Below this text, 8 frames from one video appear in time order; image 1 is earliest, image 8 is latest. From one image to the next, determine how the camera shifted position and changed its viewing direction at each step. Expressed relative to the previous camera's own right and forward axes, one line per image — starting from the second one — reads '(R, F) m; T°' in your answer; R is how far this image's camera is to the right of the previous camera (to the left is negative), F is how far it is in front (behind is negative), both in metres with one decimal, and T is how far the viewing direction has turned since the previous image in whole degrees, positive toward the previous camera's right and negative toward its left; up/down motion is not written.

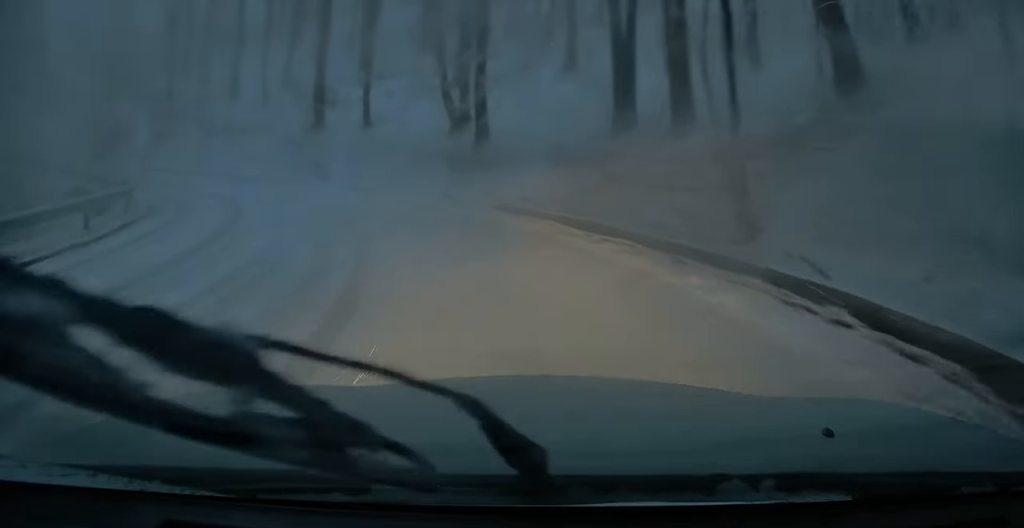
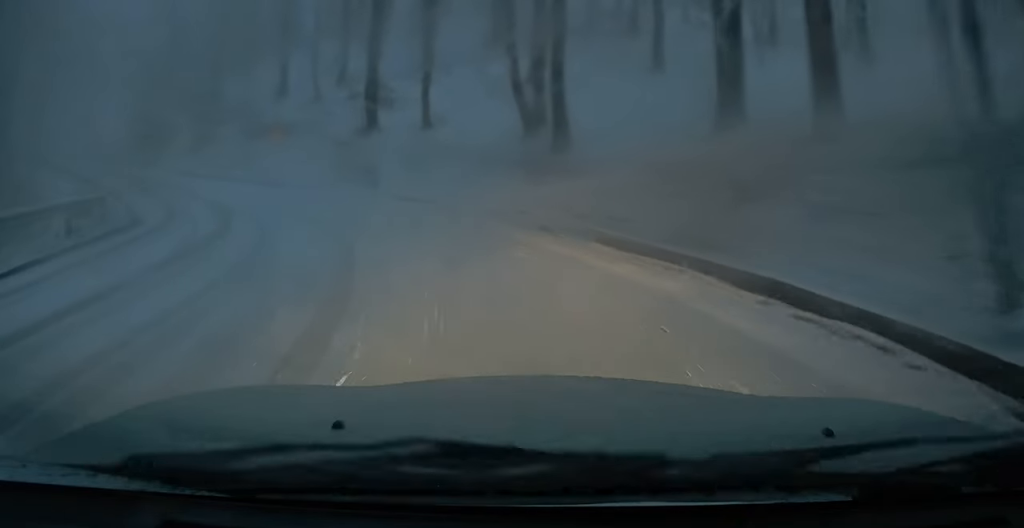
(-0.1, +6.5) m; -4°
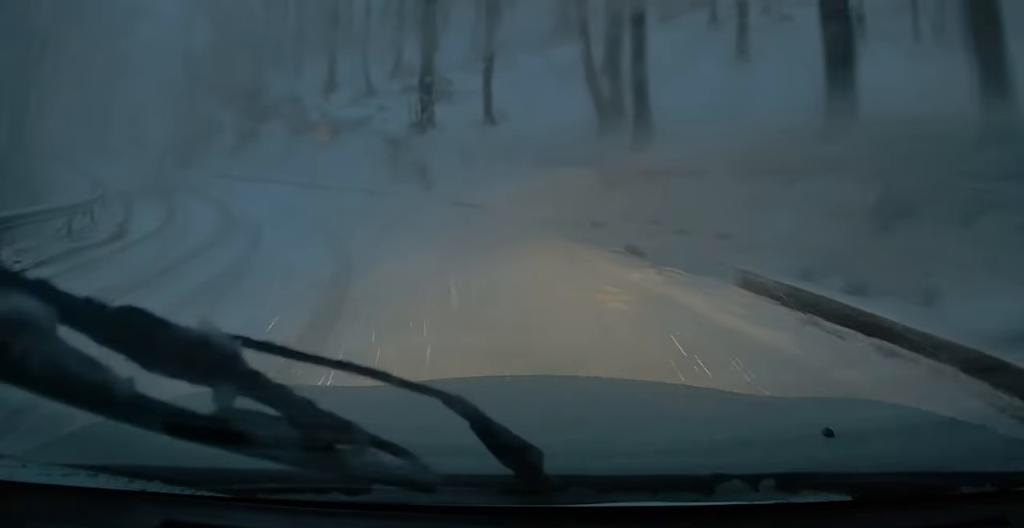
(-0.2, +4.4) m; -6°
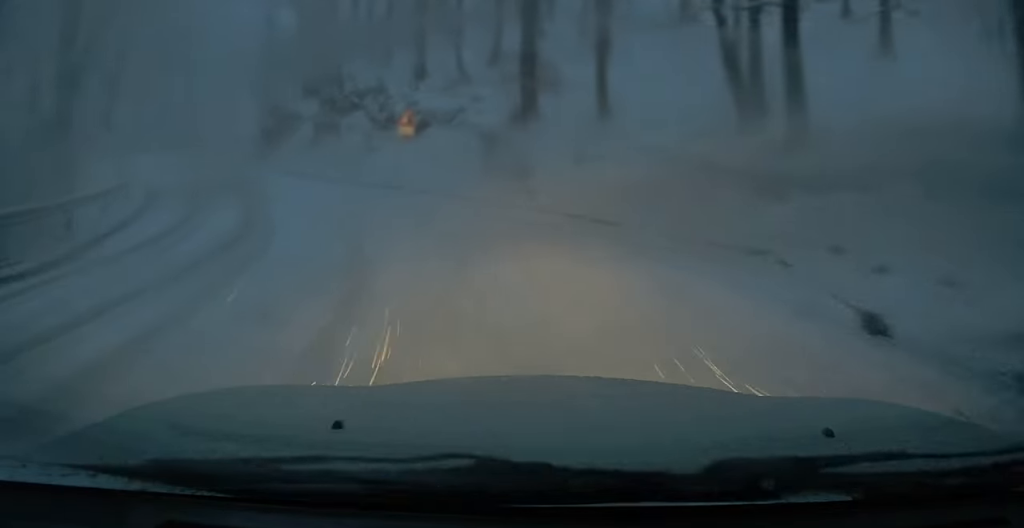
(-0.2, +5.5) m; -9°
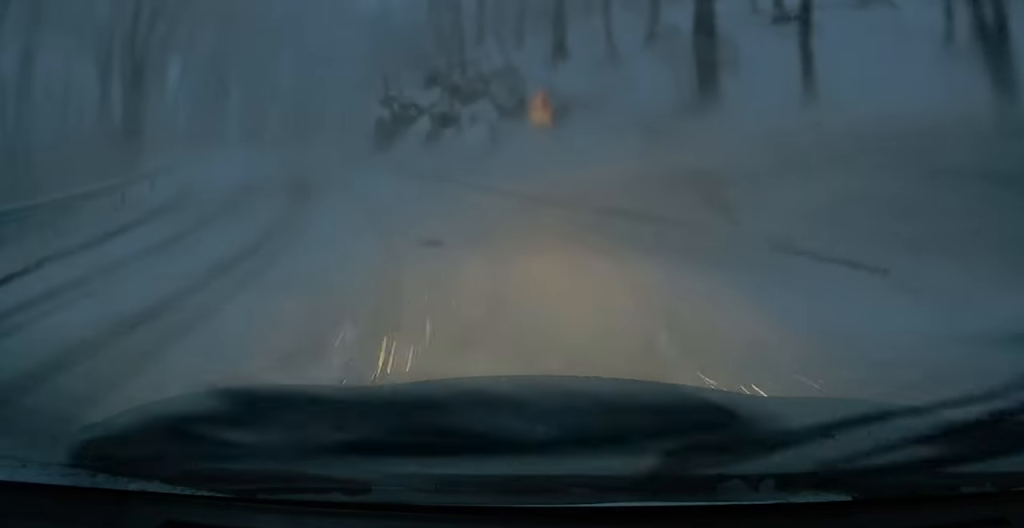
(-0.9, +6.8) m; -13°
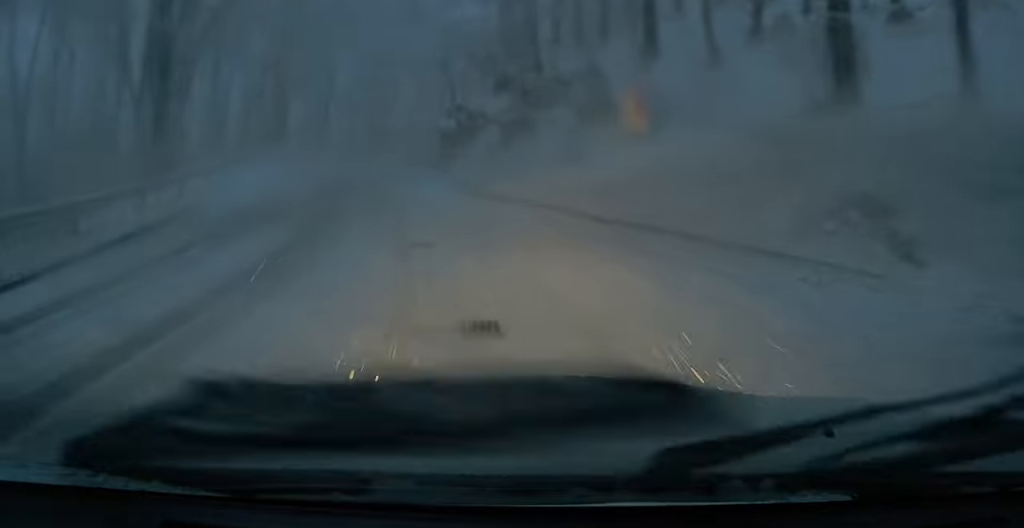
(-0.2, +4.0) m; -8°
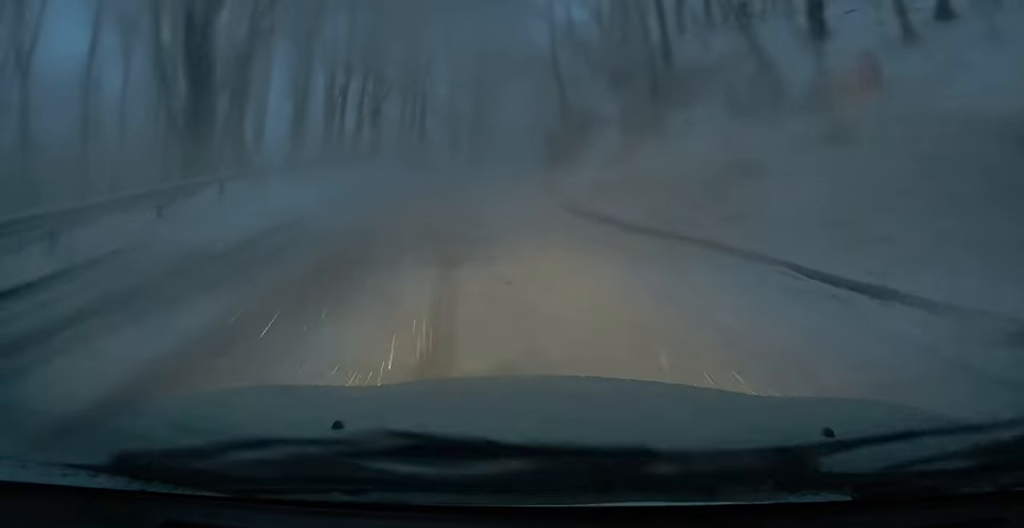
(-0.7, +5.8) m; -9°
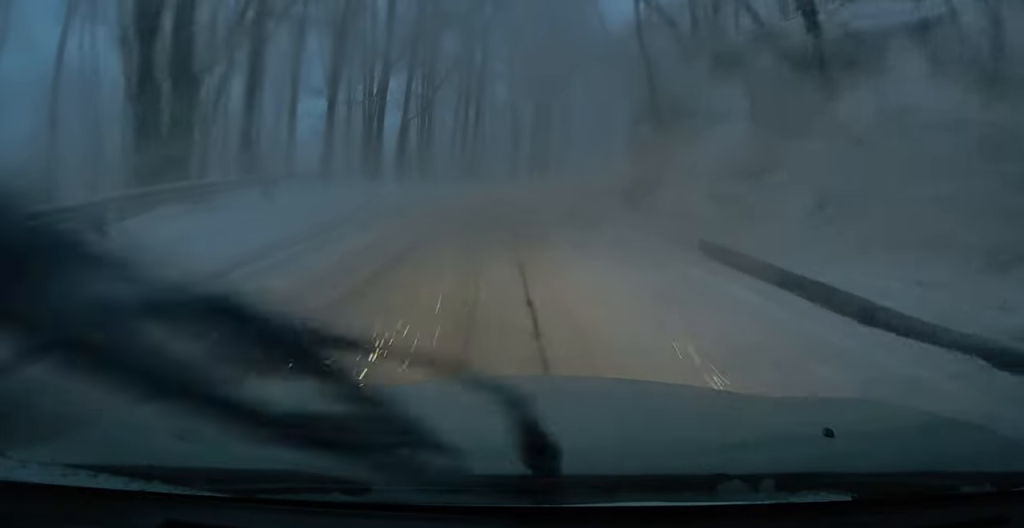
(-0.5, +7.2) m; +5°
